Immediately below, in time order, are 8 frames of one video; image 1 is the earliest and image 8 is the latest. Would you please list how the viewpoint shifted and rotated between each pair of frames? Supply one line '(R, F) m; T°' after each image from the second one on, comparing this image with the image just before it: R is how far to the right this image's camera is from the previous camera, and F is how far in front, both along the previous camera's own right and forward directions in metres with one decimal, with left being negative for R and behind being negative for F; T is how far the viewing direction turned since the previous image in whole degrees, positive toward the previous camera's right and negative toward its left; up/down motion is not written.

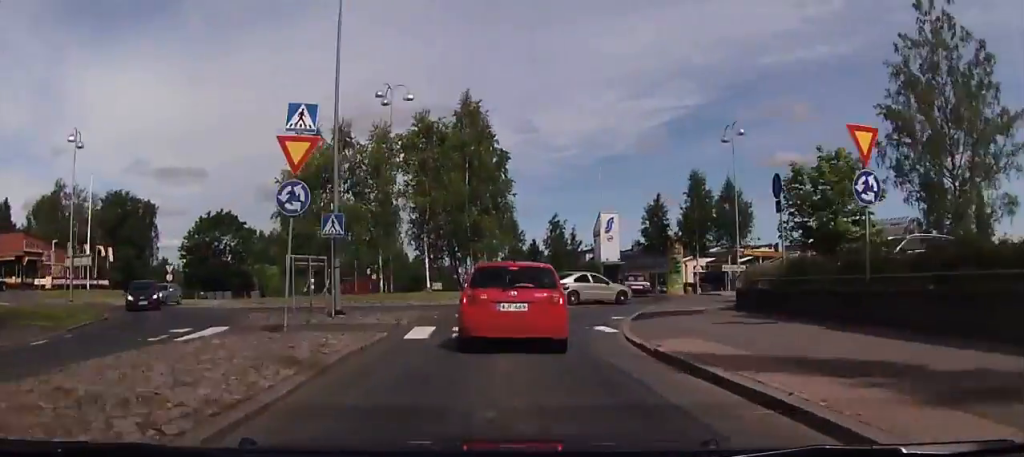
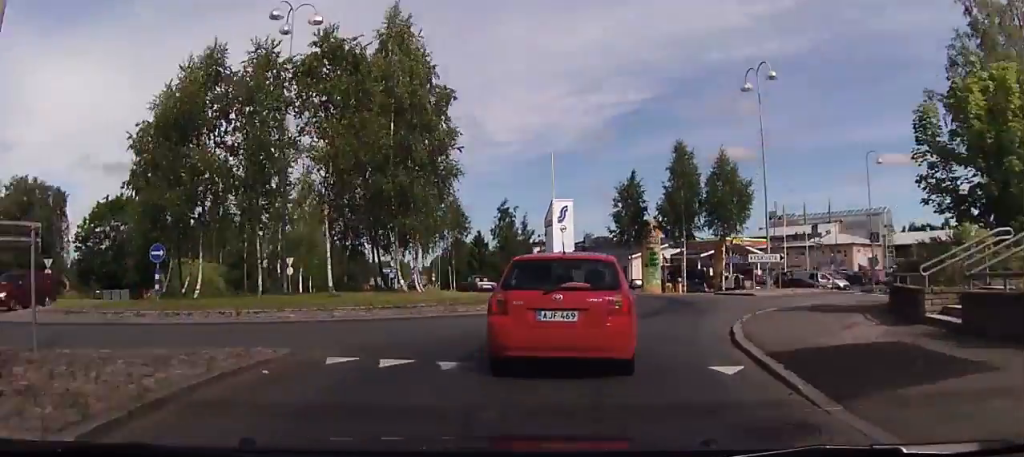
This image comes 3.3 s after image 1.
(+0.9, +21.4) m; +6°
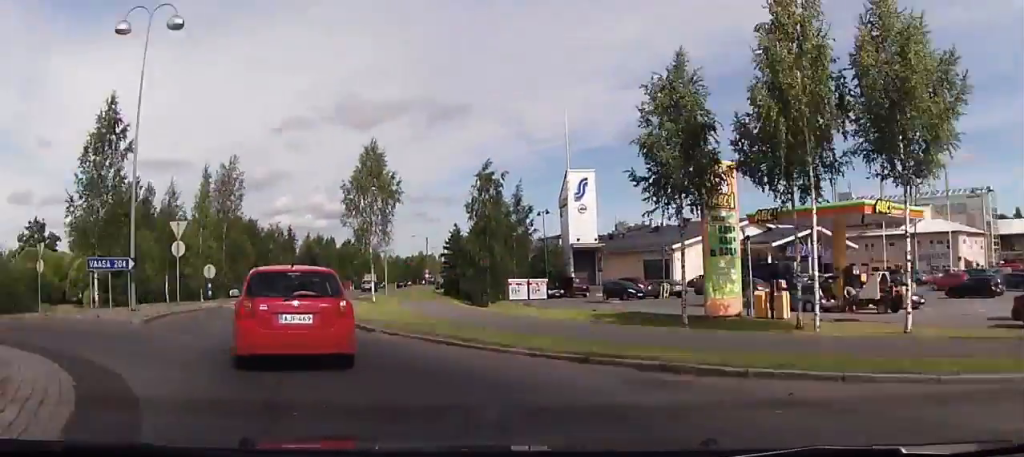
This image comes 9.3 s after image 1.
(-2.4, +38.2) m; -14°
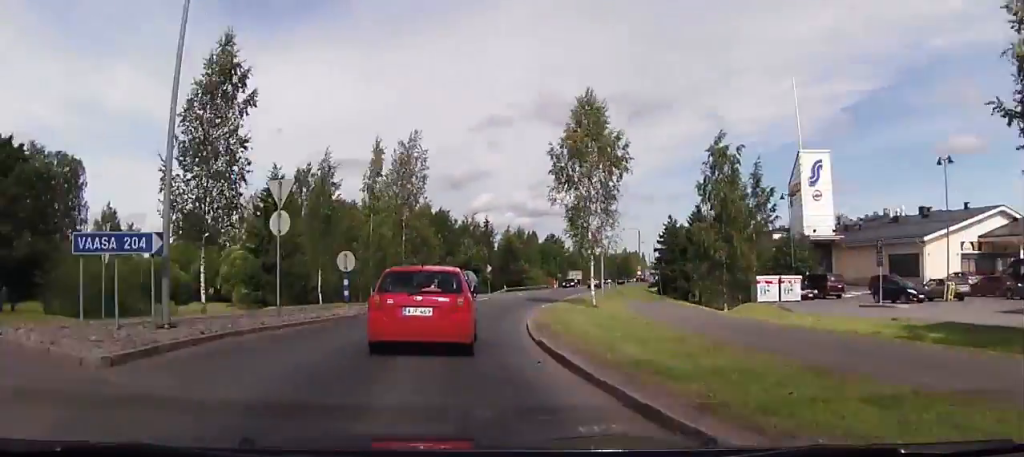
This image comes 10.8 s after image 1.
(-0.4, +10.9) m; -5°
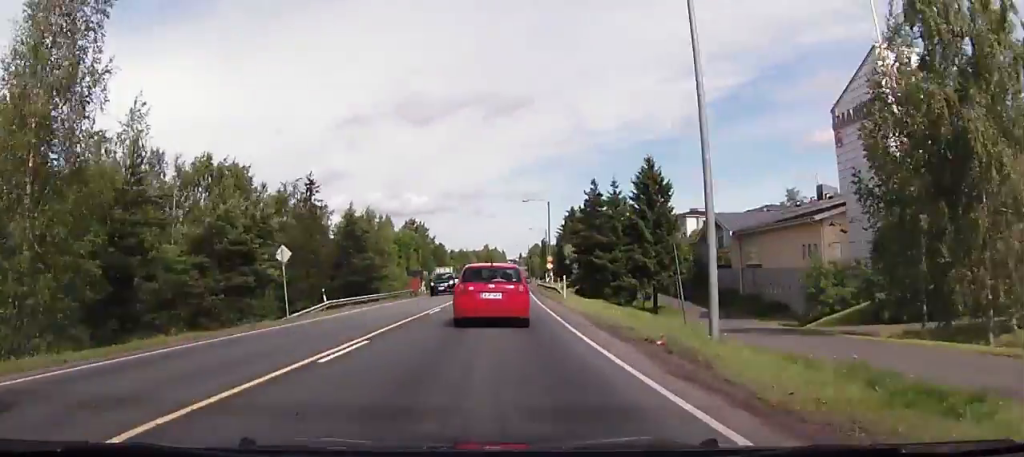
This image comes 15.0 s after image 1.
(-1.5, +38.6) m; +2°
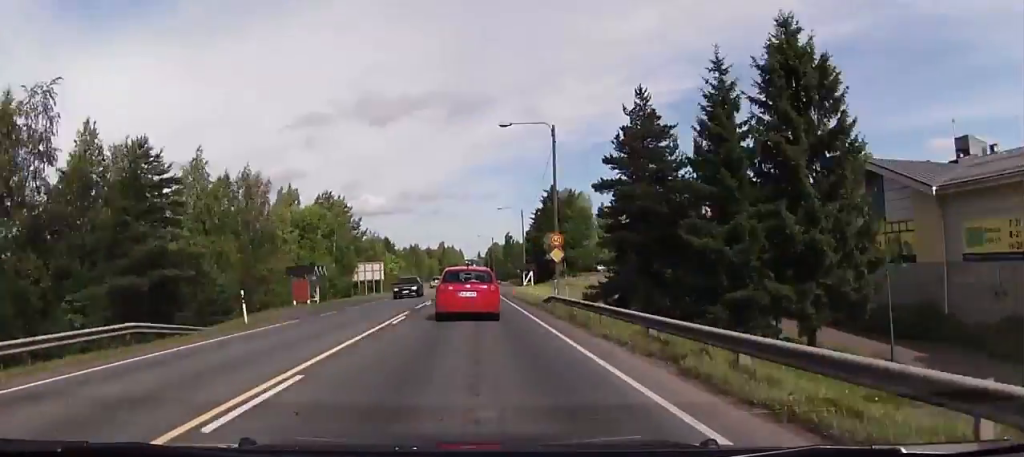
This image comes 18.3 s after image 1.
(+2.5, +37.8) m; +4°
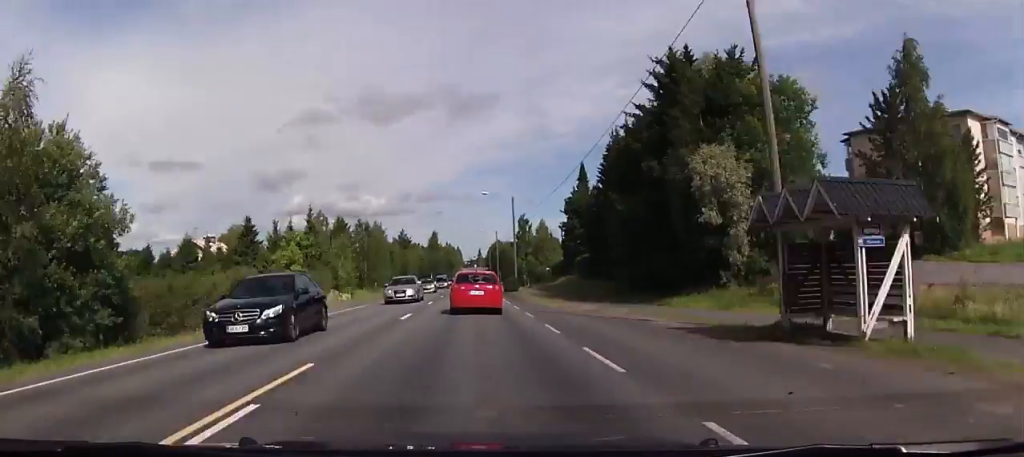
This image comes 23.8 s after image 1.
(+1.4, +71.9) m; +1°
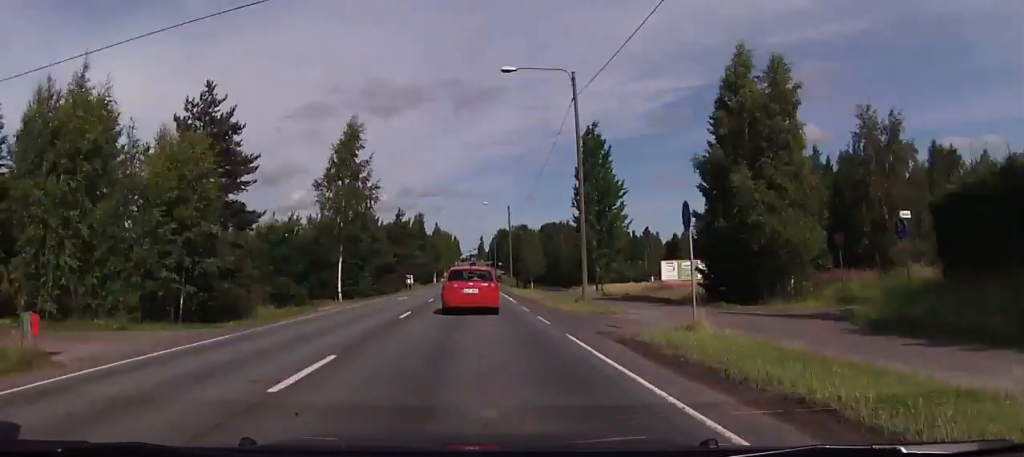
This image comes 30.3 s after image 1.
(+0.1, +94.5) m; +1°
